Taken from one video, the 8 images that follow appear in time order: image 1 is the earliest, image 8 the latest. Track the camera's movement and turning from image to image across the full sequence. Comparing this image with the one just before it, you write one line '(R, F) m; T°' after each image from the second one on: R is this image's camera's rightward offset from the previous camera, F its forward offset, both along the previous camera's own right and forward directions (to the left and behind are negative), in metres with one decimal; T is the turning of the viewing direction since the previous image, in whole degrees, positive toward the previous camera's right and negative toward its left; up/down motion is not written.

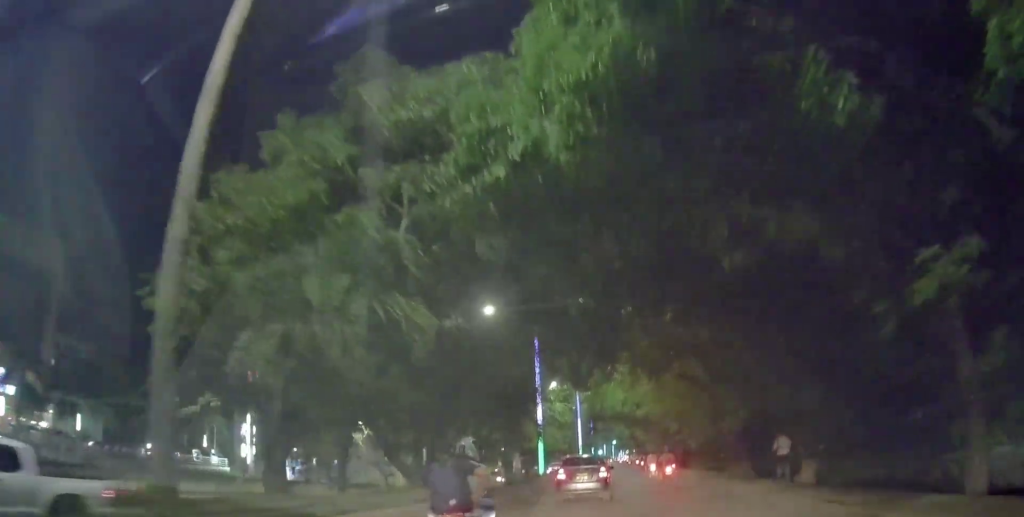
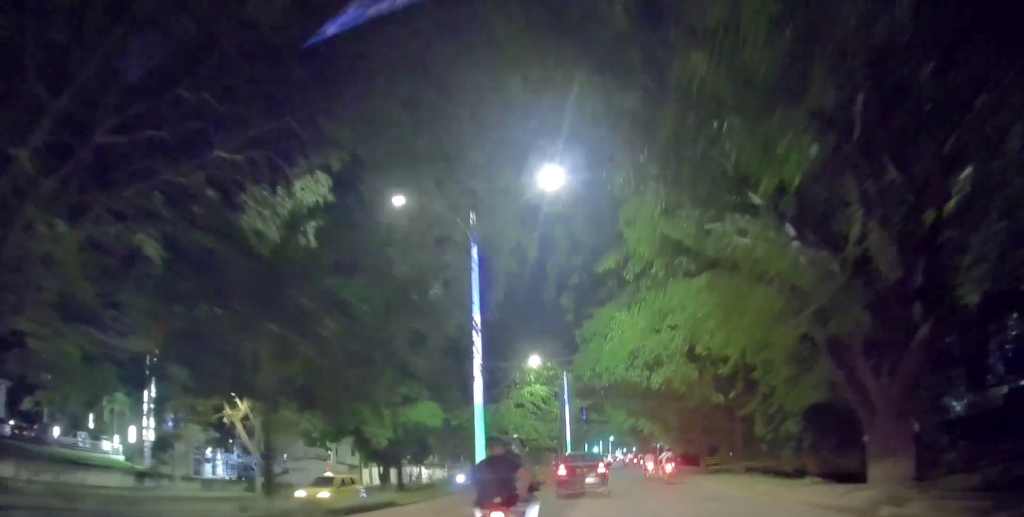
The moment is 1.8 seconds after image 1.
(-0.2, +17.1) m; -3°
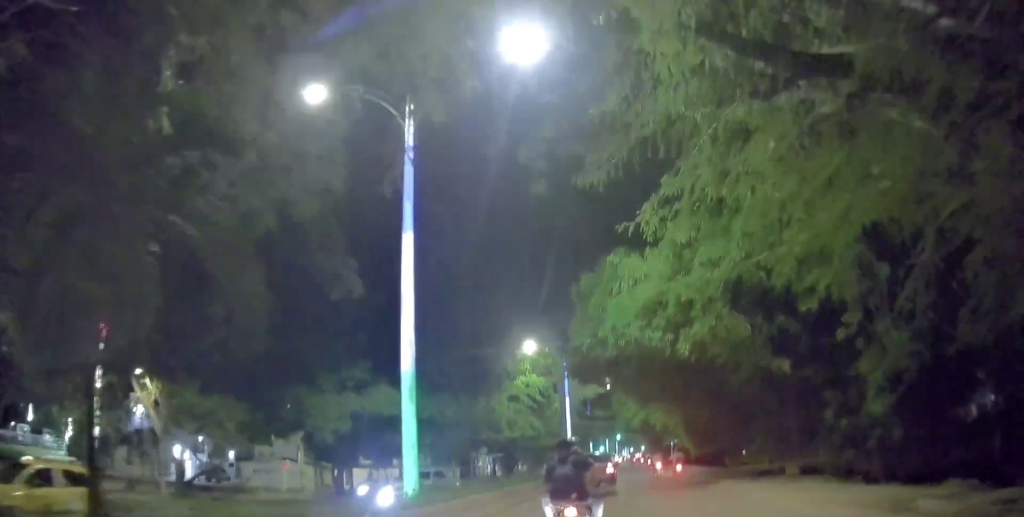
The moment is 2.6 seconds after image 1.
(-0.3, +7.4) m; 0°
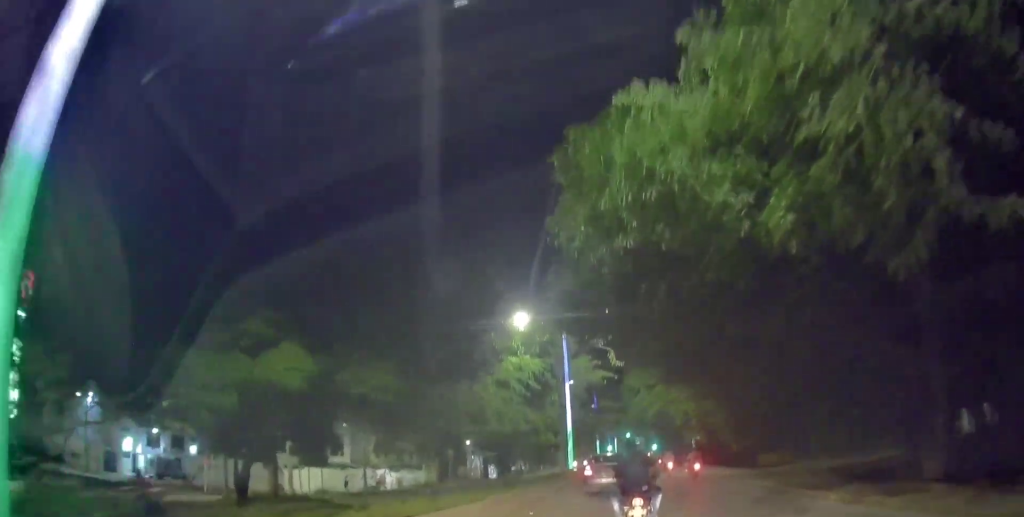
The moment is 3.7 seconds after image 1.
(+0.3, +9.7) m; 0°
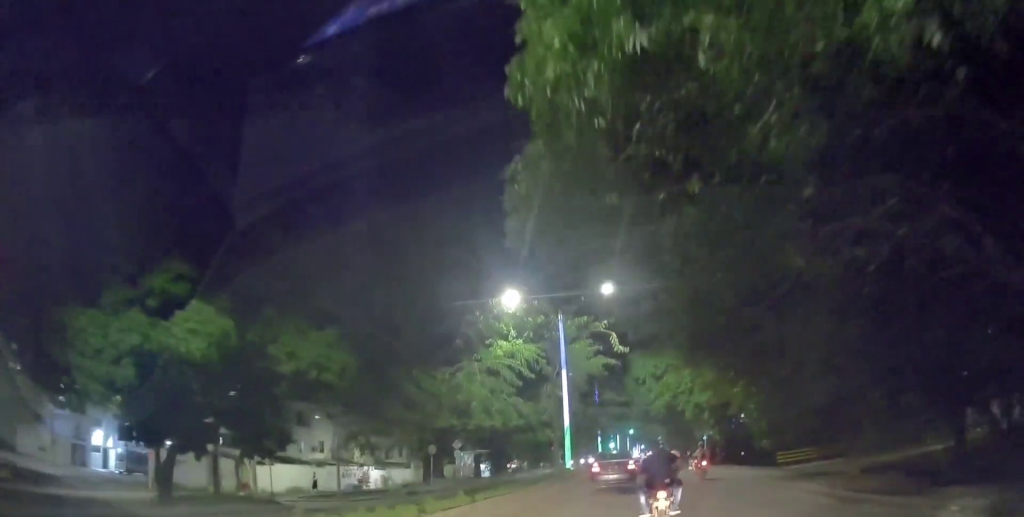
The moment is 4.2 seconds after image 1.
(-0.2, +4.8) m; 0°
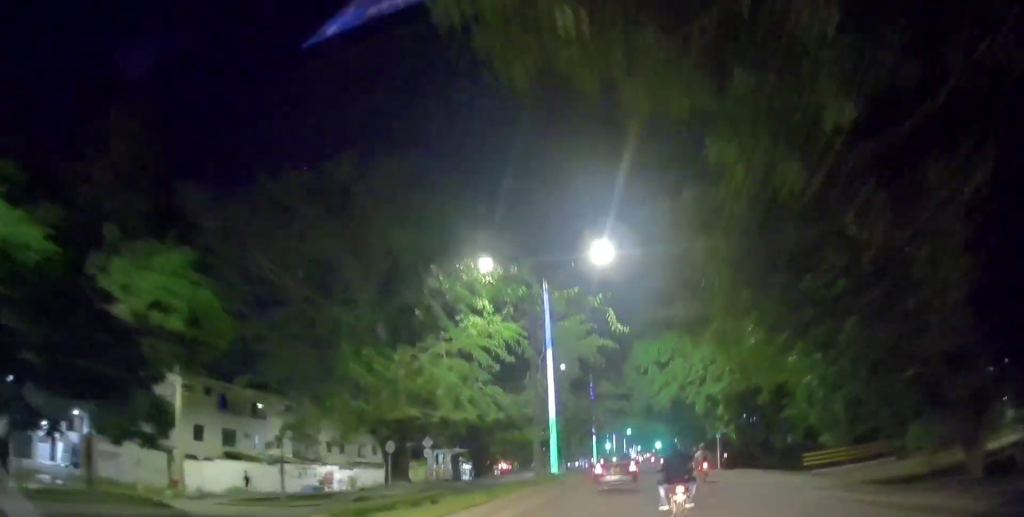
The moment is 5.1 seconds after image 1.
(+0.1, +7.3) m; +1°
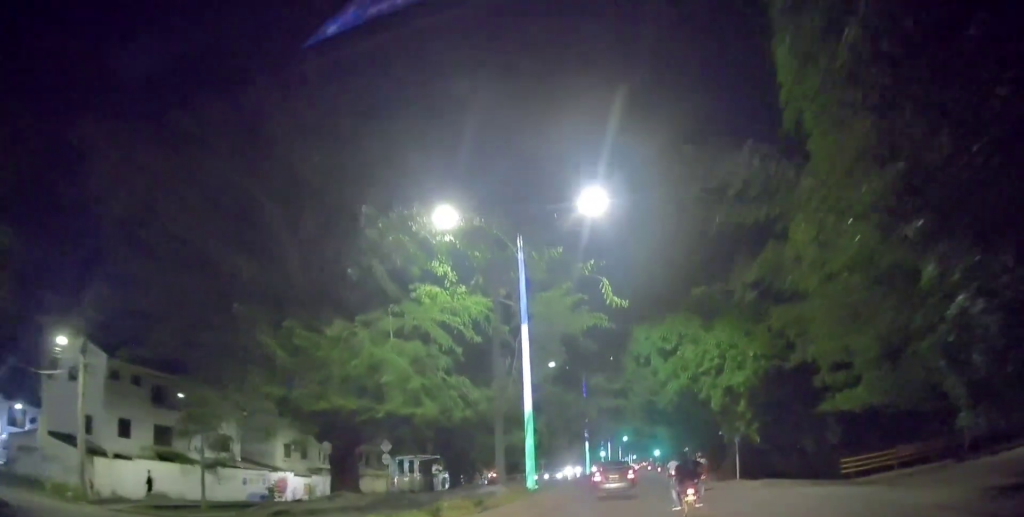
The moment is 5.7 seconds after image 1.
(+0.2, +6.3) m; +2°
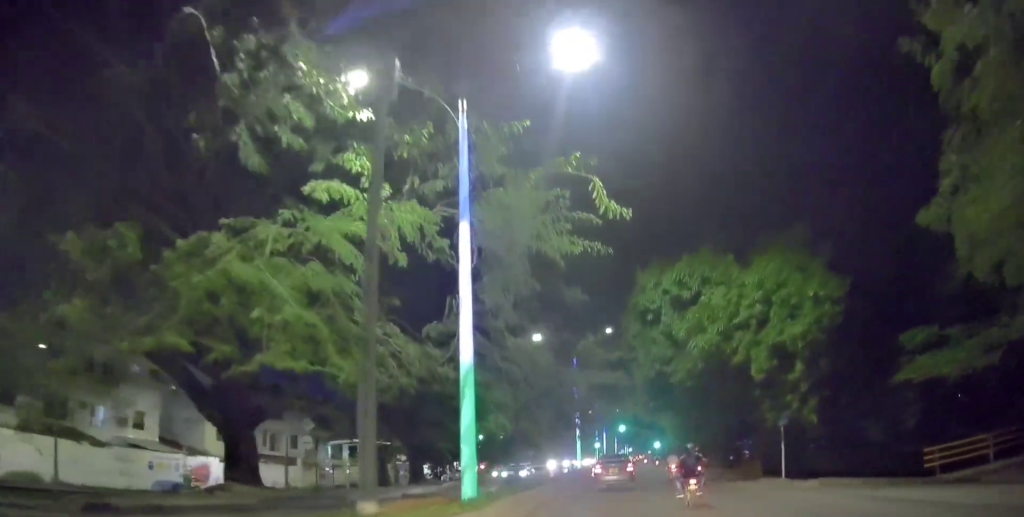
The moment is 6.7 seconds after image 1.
(0.0, +8.7) m; +1°
